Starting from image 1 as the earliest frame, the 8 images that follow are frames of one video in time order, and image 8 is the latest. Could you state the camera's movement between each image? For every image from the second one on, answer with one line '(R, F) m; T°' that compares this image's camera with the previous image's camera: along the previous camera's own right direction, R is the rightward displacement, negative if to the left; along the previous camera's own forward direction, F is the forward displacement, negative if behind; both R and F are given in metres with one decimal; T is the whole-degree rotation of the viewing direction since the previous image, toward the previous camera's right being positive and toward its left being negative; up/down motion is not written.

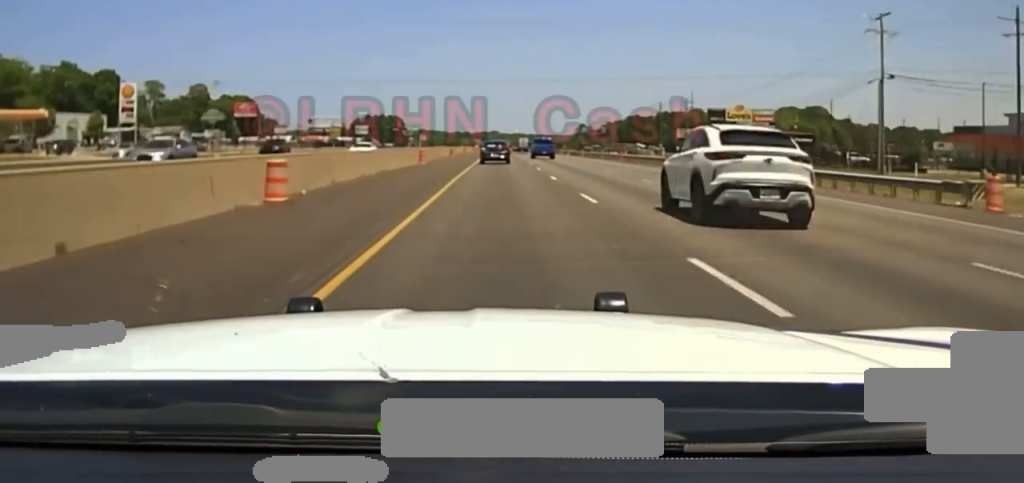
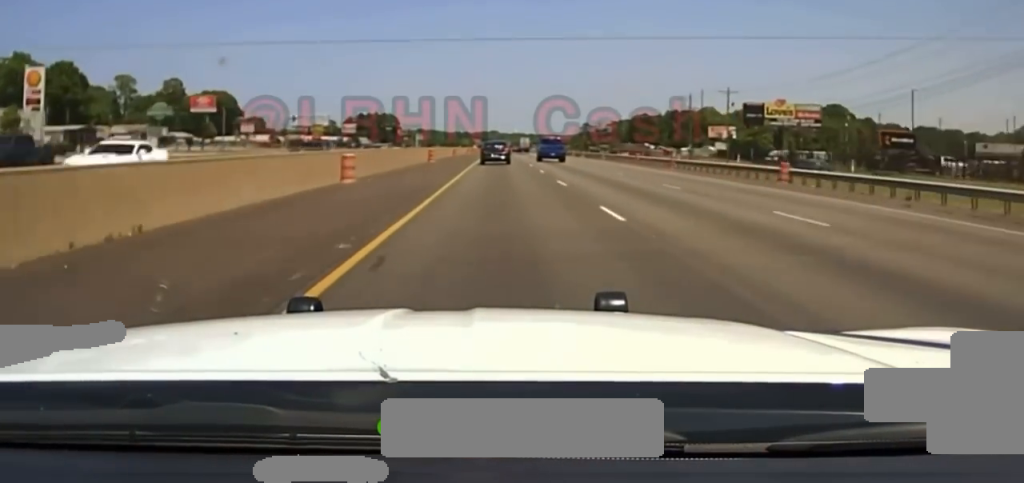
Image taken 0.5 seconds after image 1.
(+0.1, +26.8) m; 0°
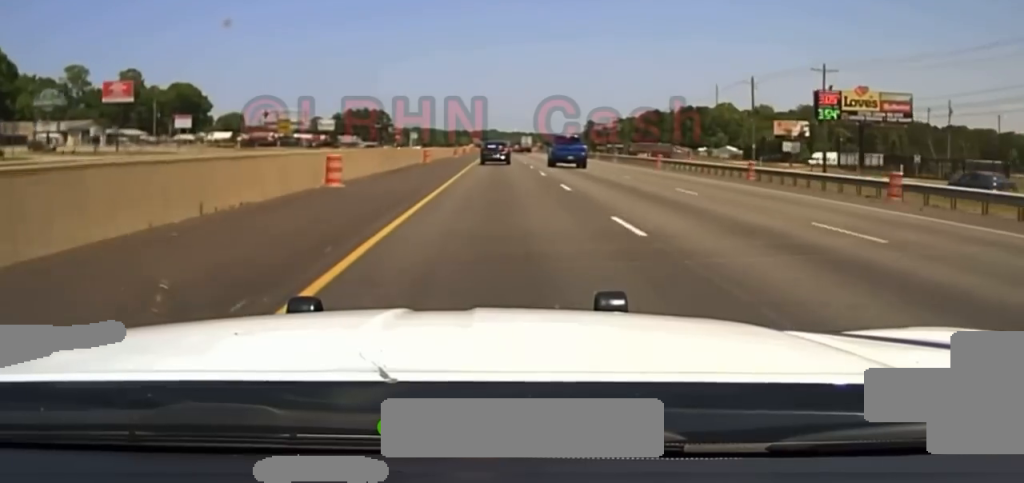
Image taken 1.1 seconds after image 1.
(-0.3, +37.5) m; 0°
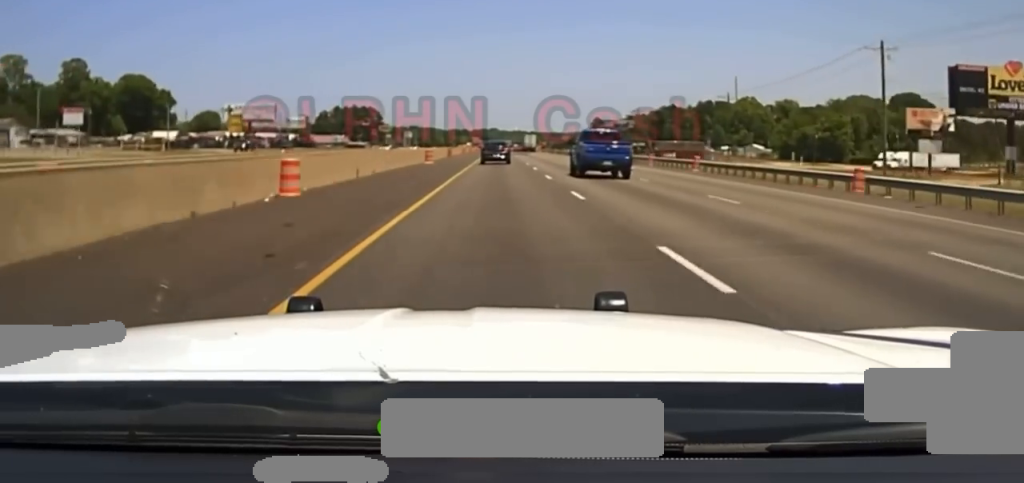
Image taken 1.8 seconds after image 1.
(+0.1, +40.3) m; 0°
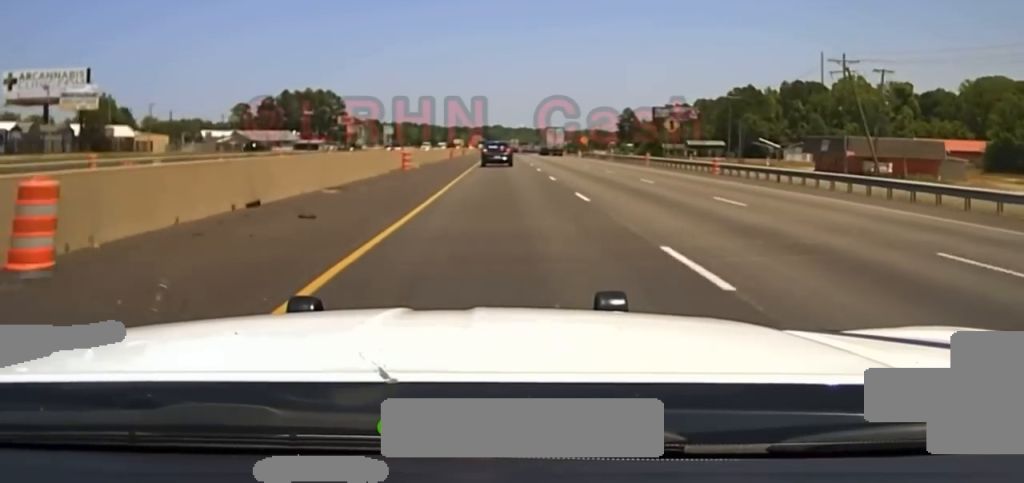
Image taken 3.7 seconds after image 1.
(+0.2, +123.4) m; 0°
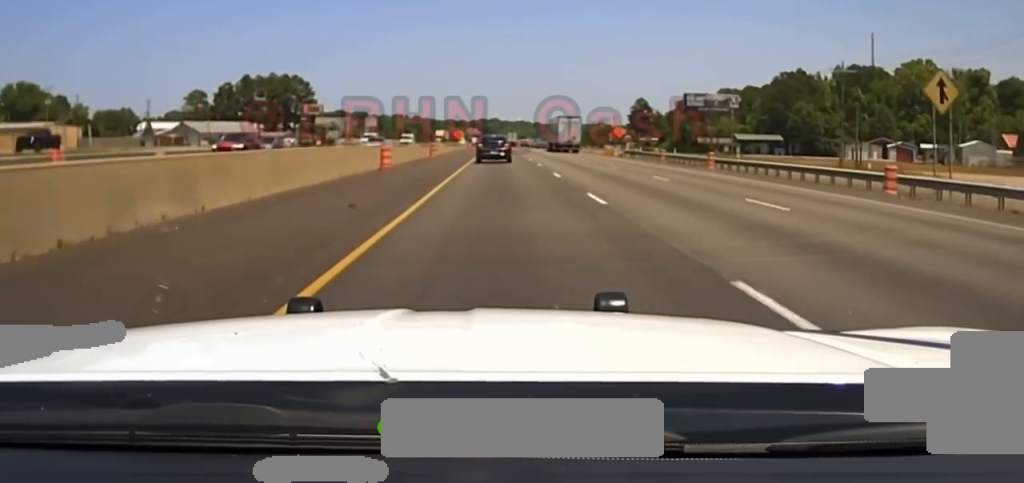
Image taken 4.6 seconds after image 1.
(+0.1, +54.6) m; 0°
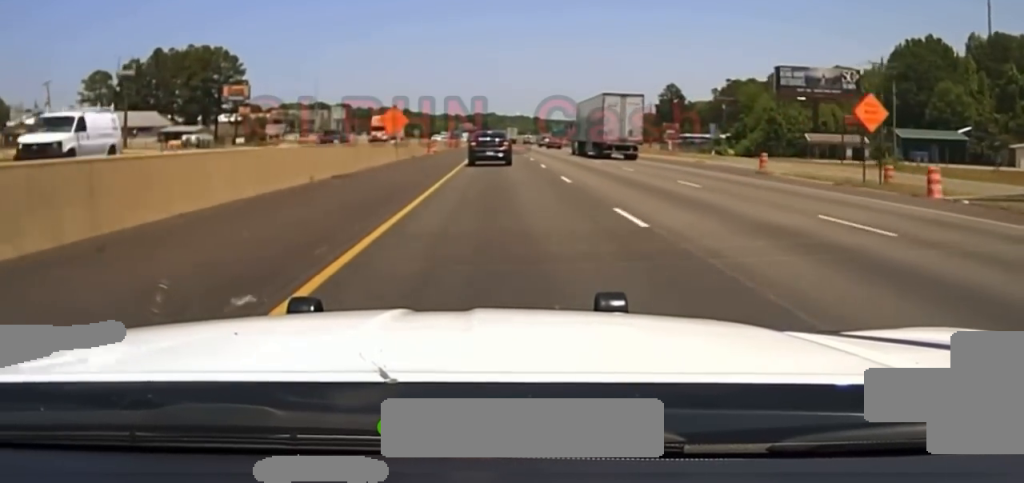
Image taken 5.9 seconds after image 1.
(-0.4, +81.7) m; 0°
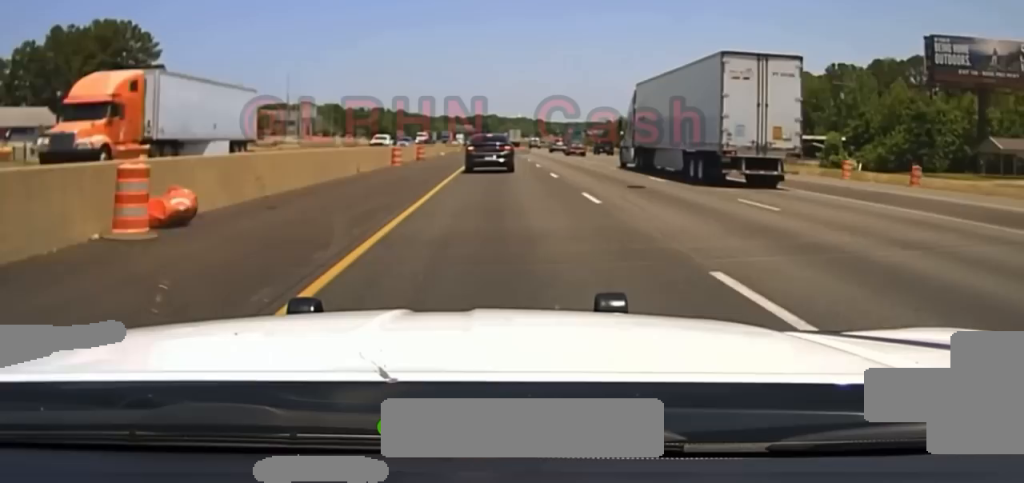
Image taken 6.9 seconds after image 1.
(+0.1, +54.5) m; 0°
